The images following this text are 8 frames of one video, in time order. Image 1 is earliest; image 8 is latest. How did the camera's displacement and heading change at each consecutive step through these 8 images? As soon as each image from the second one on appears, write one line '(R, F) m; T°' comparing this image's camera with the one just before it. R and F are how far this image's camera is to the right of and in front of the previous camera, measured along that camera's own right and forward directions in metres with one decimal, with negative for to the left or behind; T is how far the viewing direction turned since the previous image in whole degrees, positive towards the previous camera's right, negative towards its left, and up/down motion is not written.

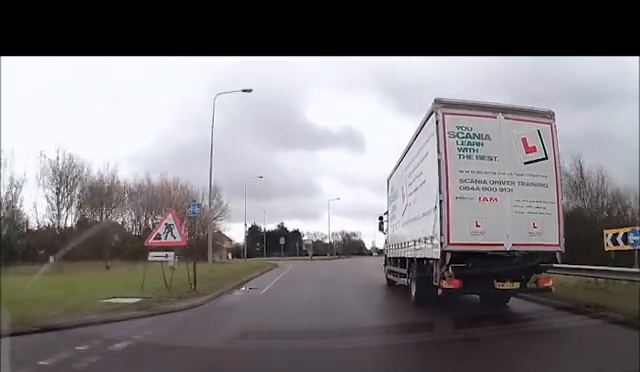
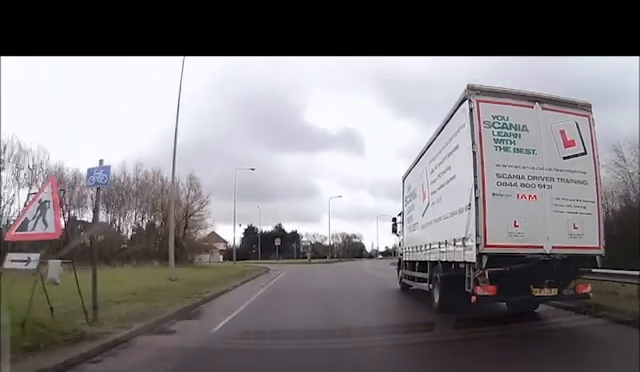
(+0.1, +6.5) m; -1°
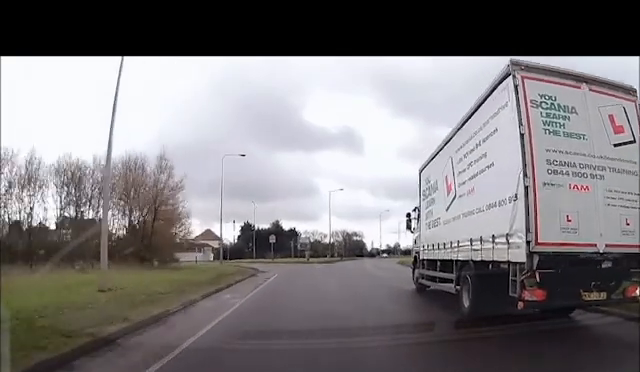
(-0.1, +6.0) m; -2°
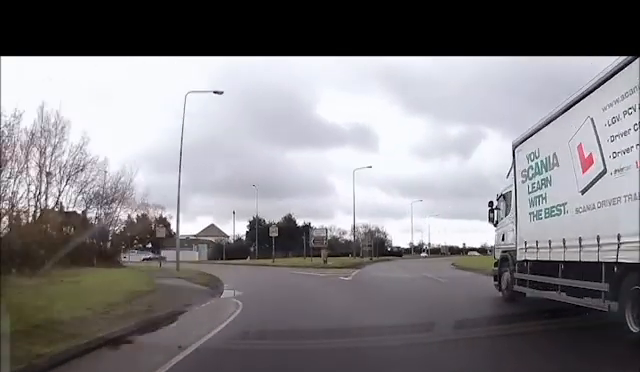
(-0.9, +15.9) m; -5°
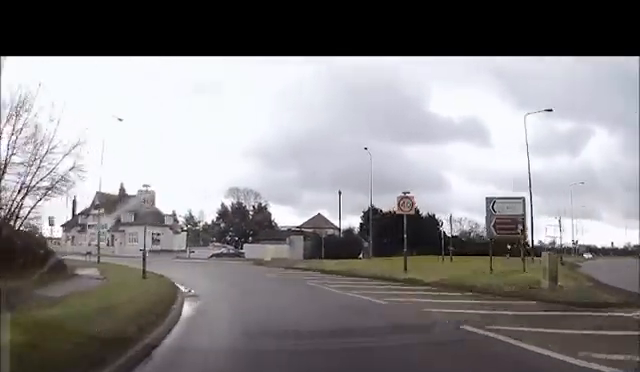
(-1.4, +19.0) m; -16°
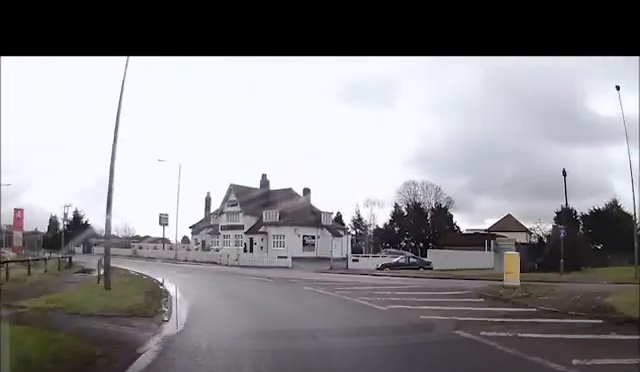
(-4.0, +16.1) m; -26°
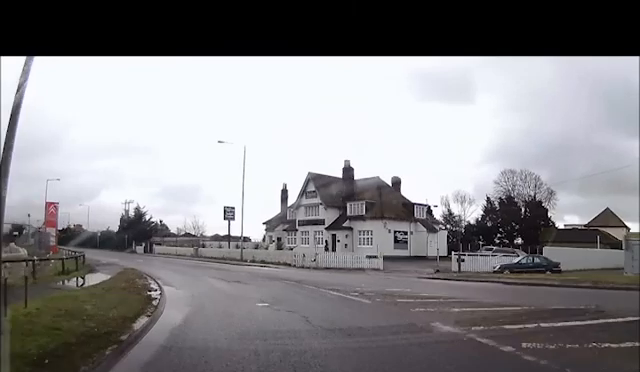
(-0.4, +7.6) m; -12°
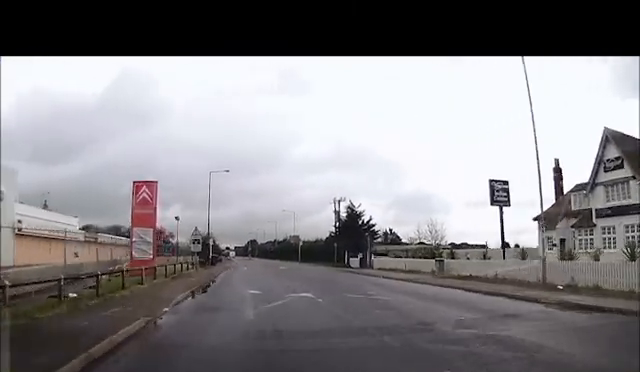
(-6.0, +20.1) m; -25°
